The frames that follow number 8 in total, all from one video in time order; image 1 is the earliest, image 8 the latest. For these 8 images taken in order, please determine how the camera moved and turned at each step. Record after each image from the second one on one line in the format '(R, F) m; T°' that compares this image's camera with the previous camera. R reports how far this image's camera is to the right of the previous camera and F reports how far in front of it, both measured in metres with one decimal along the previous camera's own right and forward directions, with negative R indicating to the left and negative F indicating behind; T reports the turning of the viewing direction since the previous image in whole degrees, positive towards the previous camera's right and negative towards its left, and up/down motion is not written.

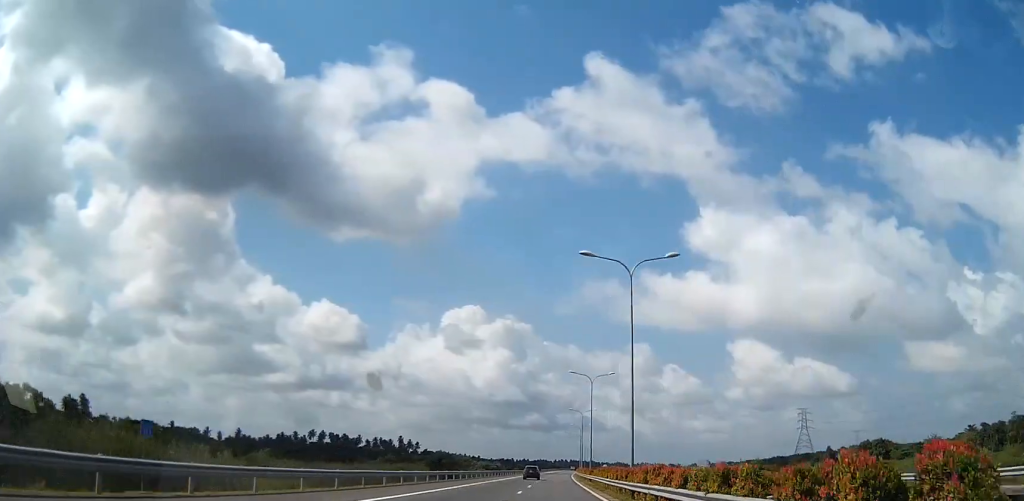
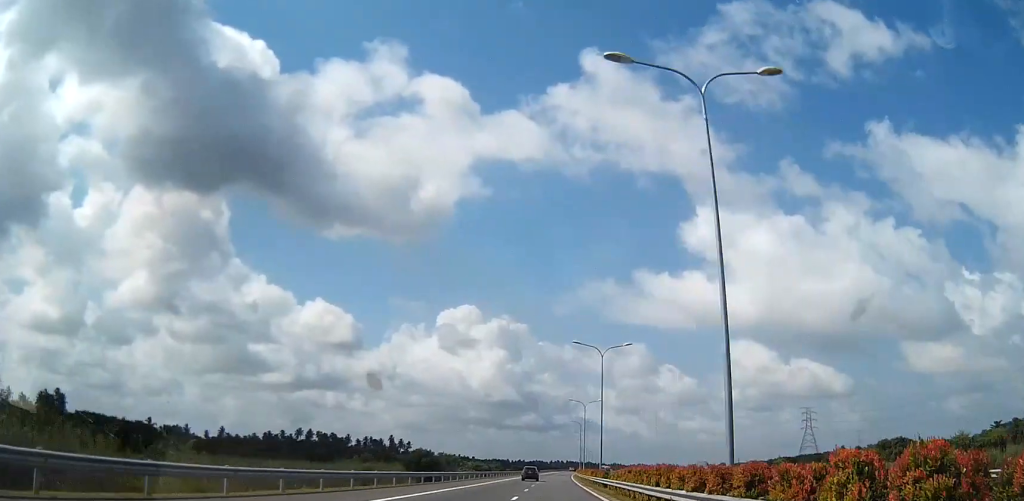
(0.0, +18.4) m; 0°
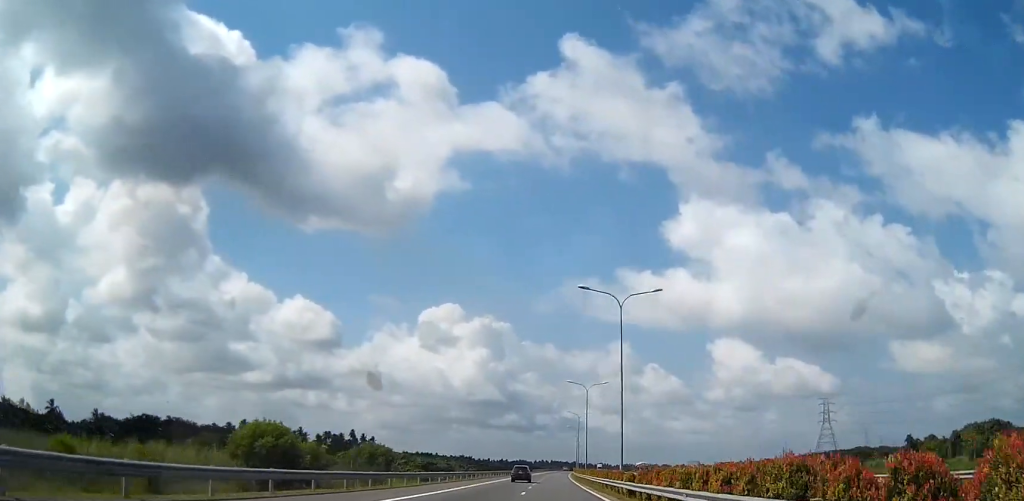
(+0.5, +65.9) m; +1°
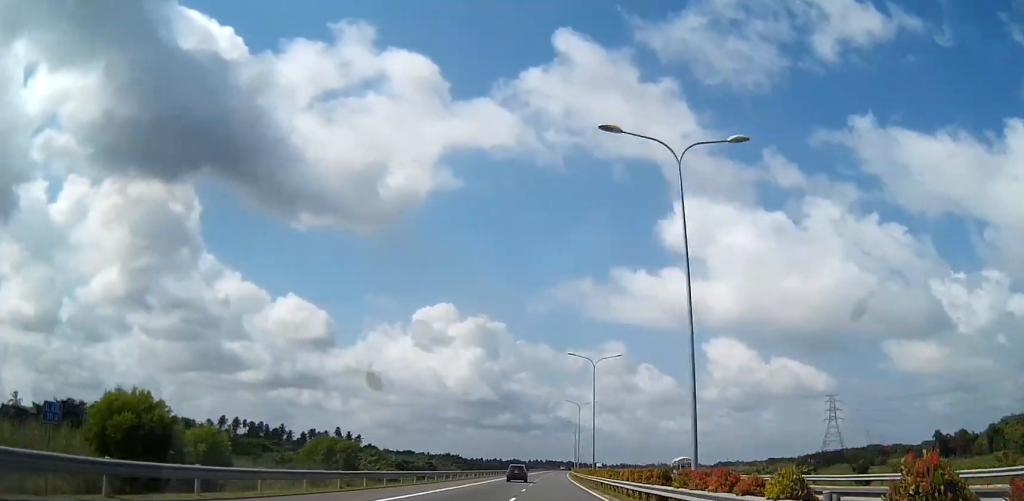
(+0.1, +20.9) m; 0°
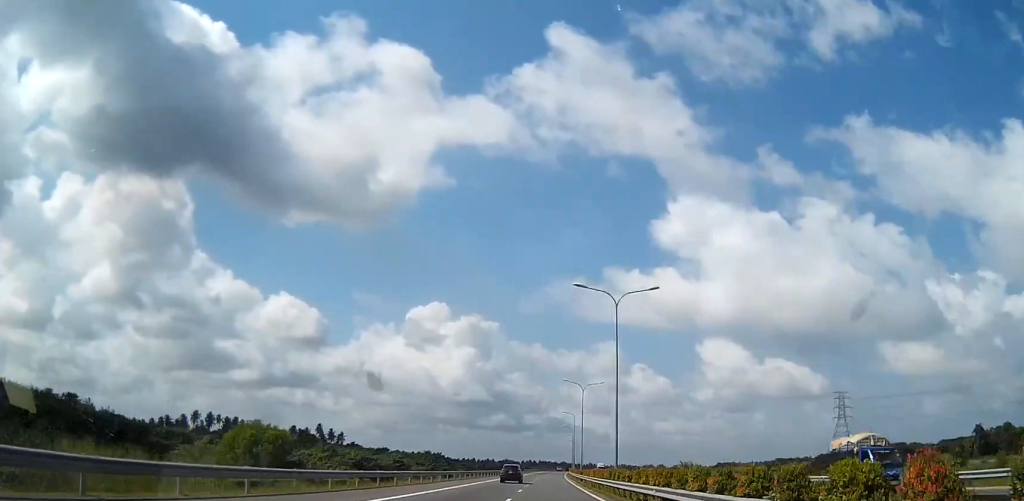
(0.0, +24.9) m; 0°
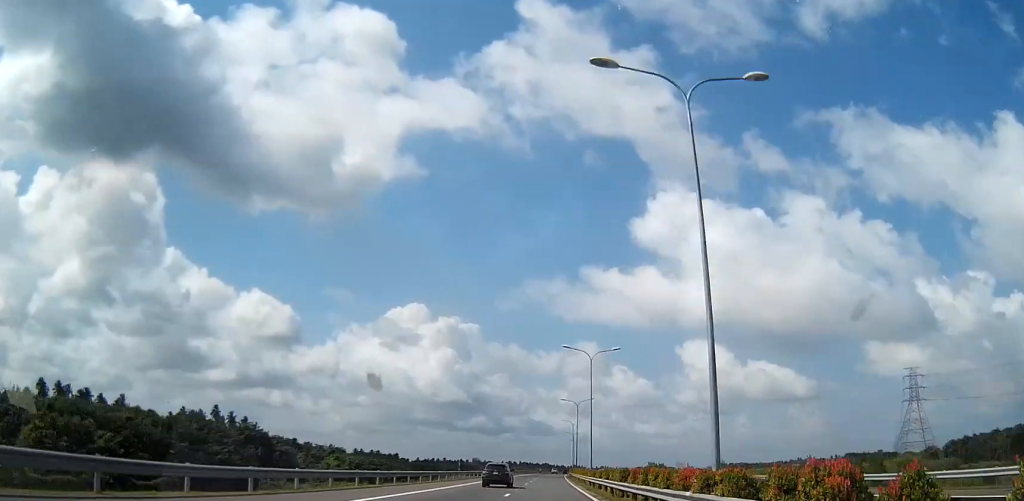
(+2.3, +116.3) m; +2°
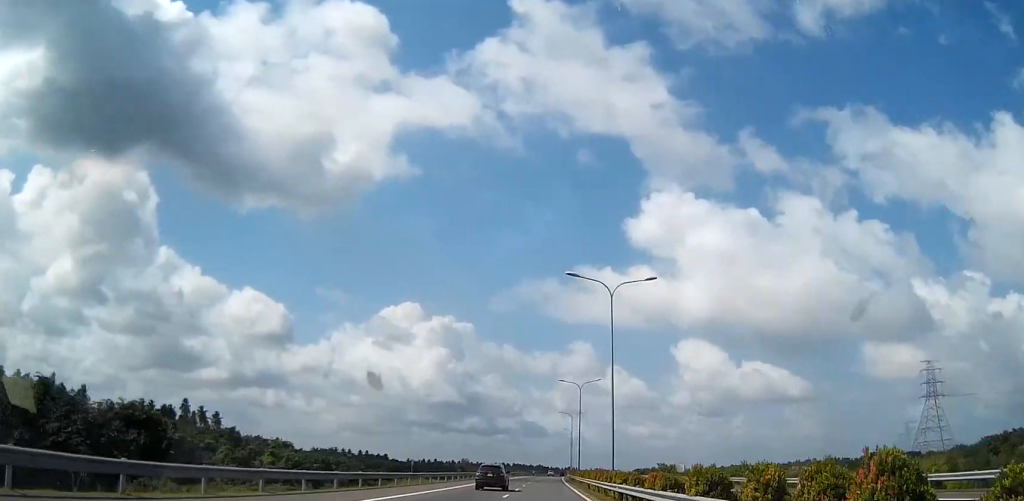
(+0.1, +23.0) m; 0°
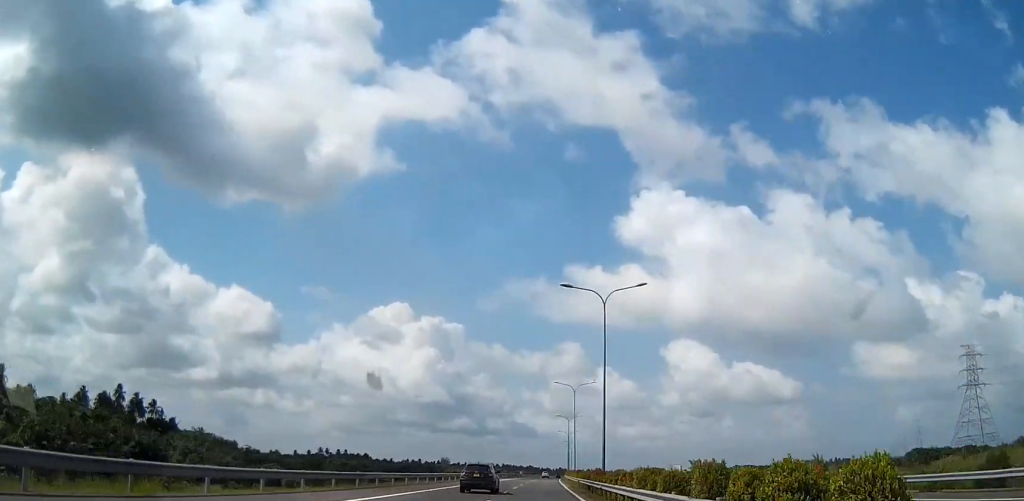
(+0.1, +43.0) m; +1°
